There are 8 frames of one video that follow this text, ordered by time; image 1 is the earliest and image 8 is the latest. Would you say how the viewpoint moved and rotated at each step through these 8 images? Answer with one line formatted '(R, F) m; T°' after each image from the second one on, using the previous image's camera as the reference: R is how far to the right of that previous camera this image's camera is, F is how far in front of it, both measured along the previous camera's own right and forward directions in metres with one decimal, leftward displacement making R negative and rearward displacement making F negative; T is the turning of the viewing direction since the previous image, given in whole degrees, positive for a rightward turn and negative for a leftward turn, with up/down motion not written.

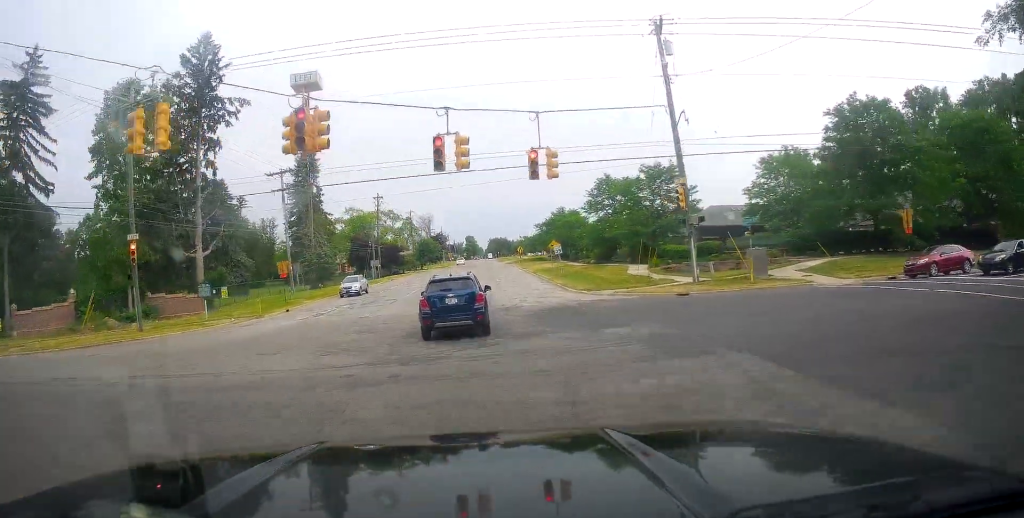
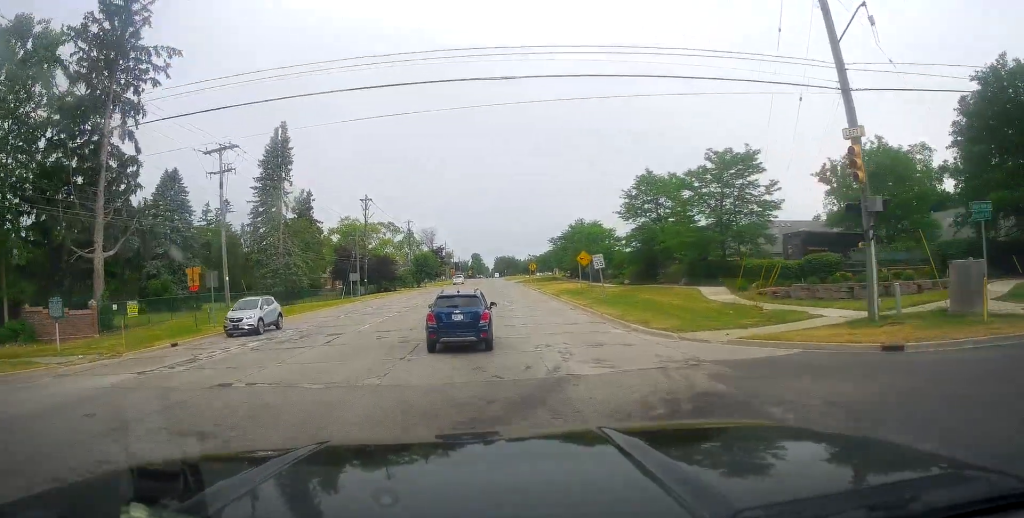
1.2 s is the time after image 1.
(-0.4, +15.1) m; -1°
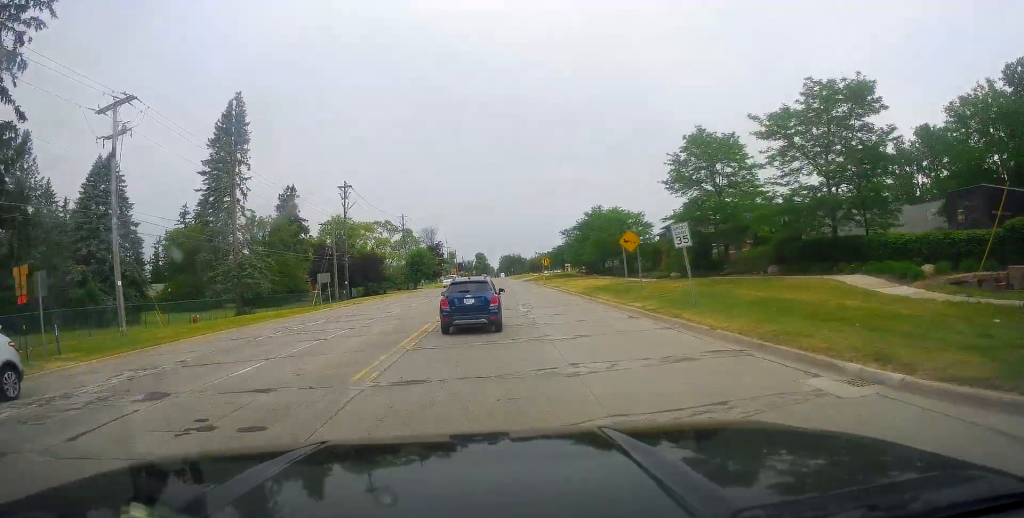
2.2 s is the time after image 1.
(+0.3, +13.2) m; -2°
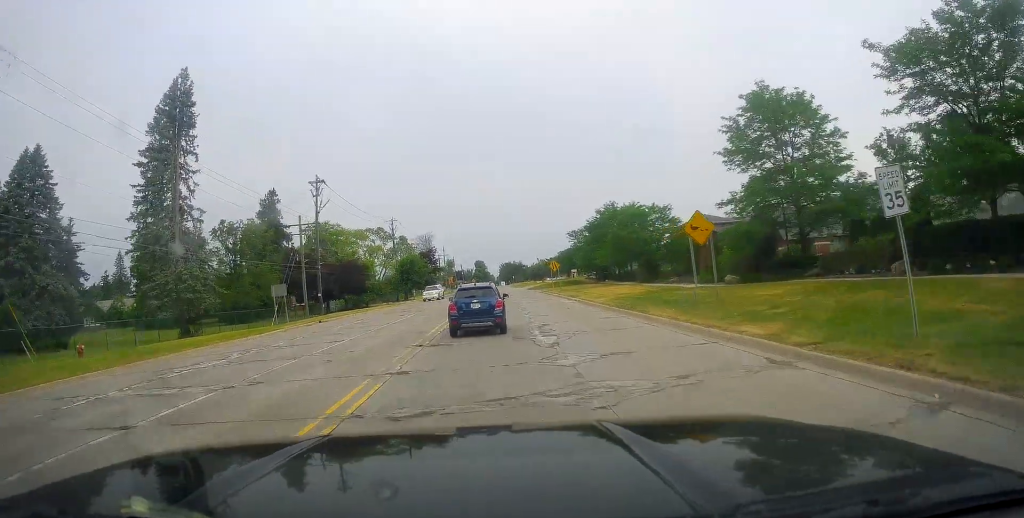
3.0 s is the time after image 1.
(-0.5, +10.2) m; 0°
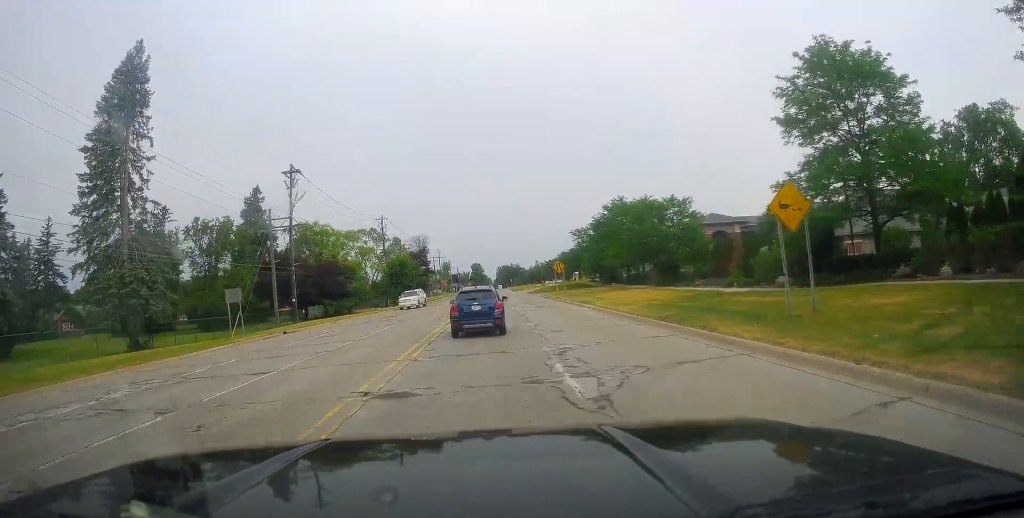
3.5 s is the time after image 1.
(-0.1, +6.6) m; 0°
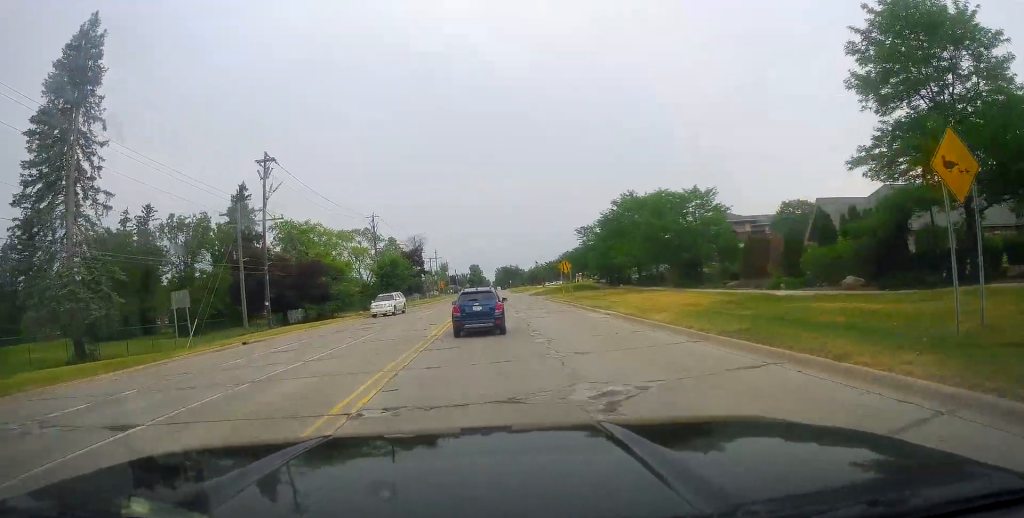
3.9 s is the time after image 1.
(+0.3, +5.9) m; +1°
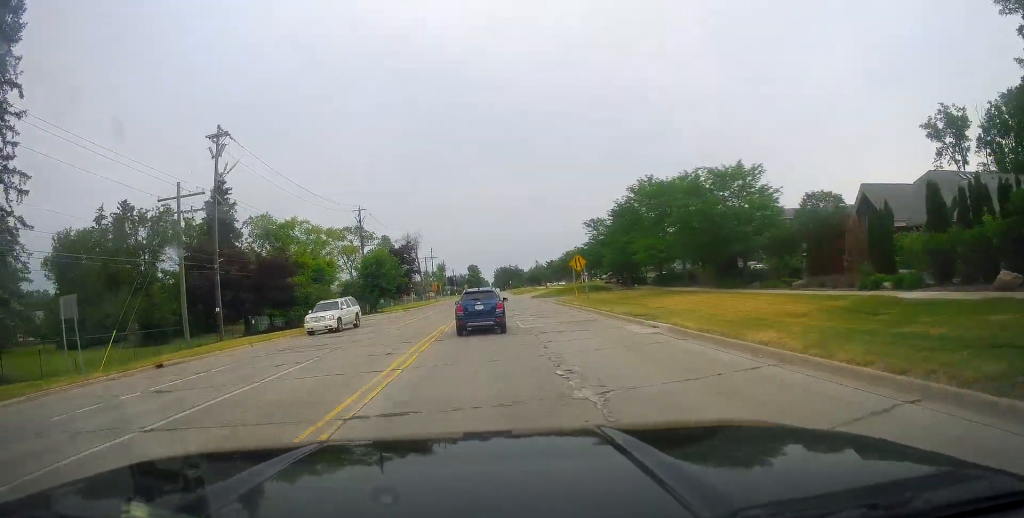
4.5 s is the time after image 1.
(+0.1, +8.3) m; +1°
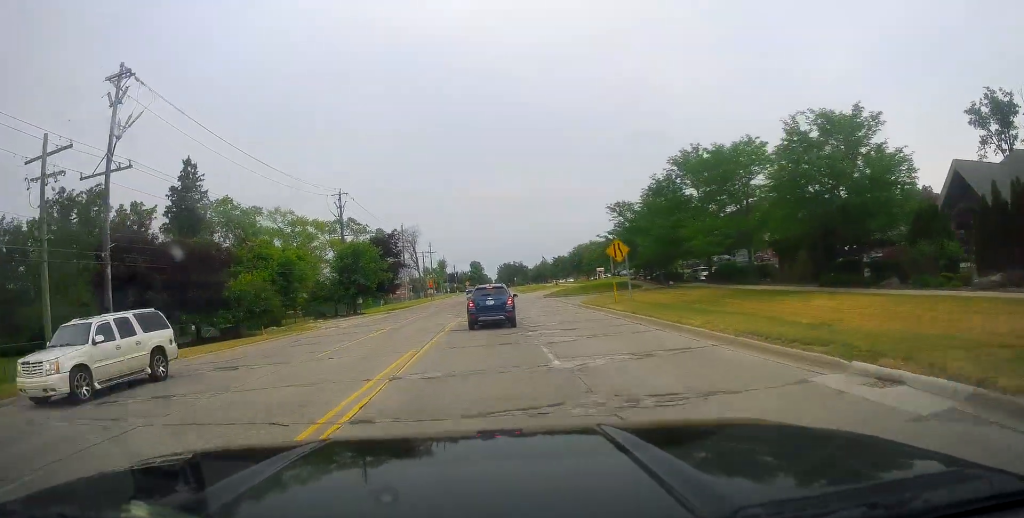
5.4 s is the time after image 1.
(-0.3, +12.2) m; 0°
